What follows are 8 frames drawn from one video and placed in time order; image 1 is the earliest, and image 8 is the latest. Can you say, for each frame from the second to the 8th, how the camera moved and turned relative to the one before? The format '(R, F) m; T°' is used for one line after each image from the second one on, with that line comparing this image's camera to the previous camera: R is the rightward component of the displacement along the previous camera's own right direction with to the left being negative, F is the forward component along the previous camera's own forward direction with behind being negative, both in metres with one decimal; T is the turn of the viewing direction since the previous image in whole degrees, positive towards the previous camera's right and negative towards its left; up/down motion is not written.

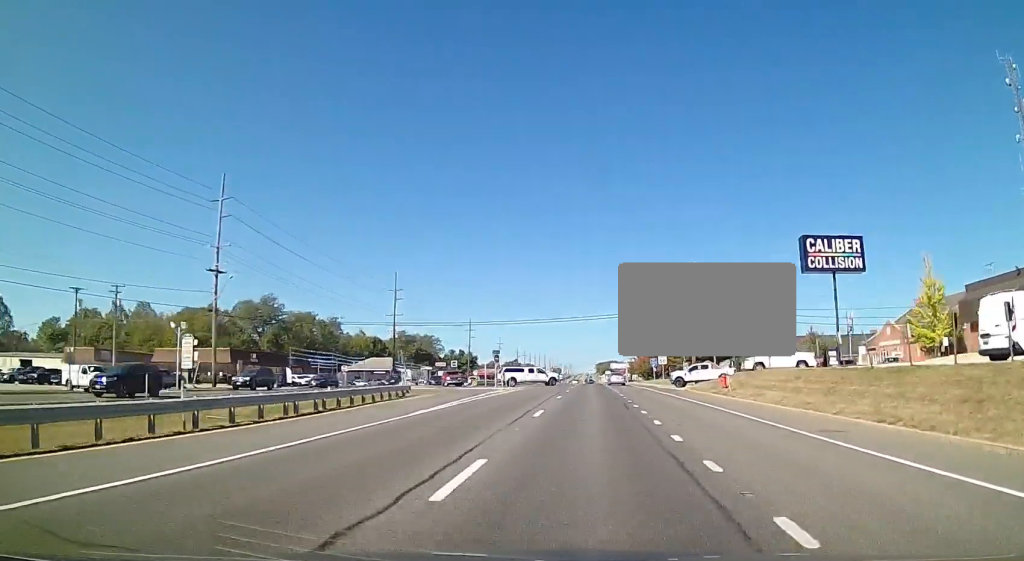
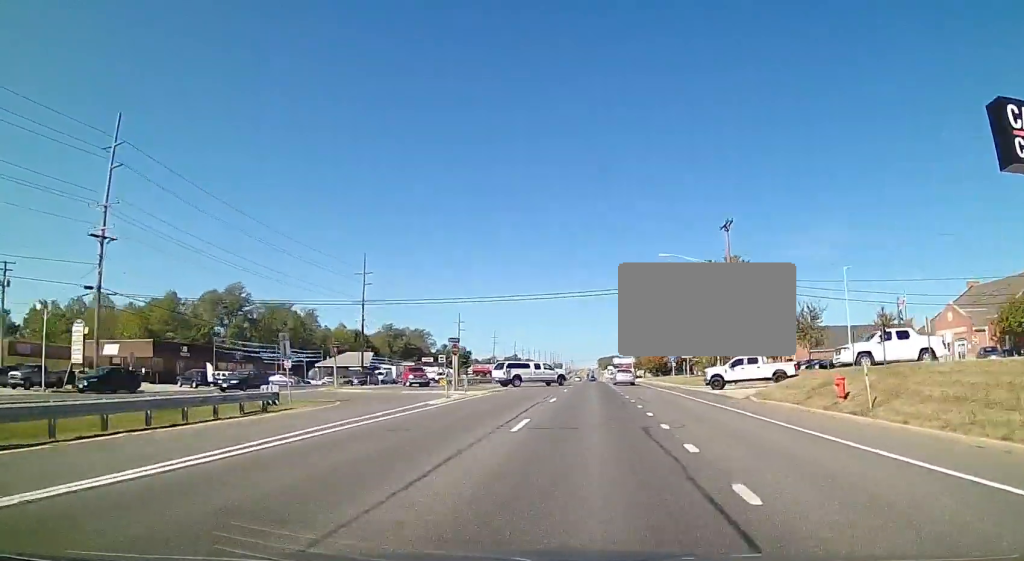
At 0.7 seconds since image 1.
(-0.3, +17.9) m; 0°
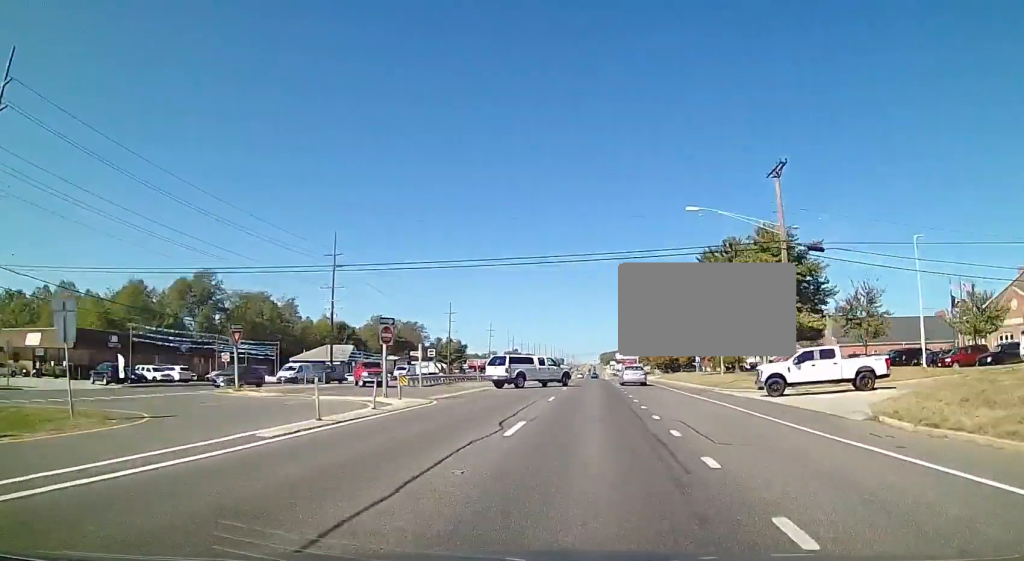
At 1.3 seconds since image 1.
(+0.3, +13.5) m; 0°
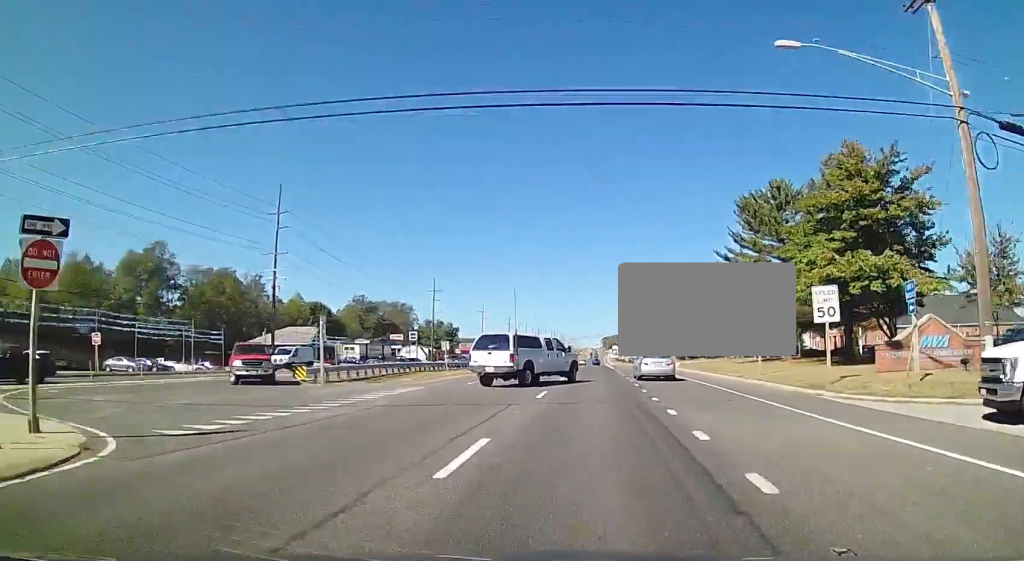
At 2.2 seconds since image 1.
(-0.2, +20.2) m; -1°
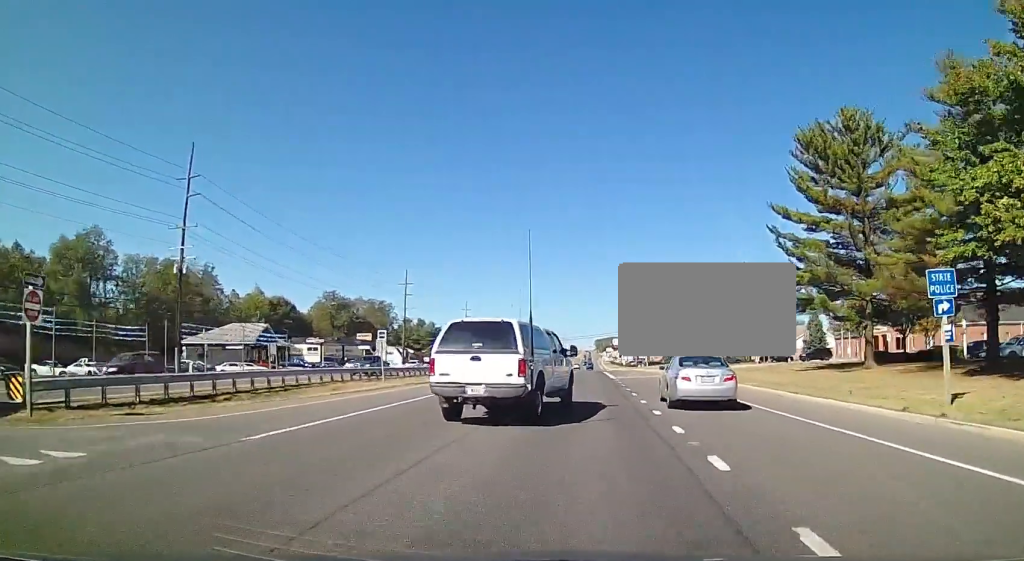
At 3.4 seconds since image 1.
(-0.1, +27.6) m; 0°
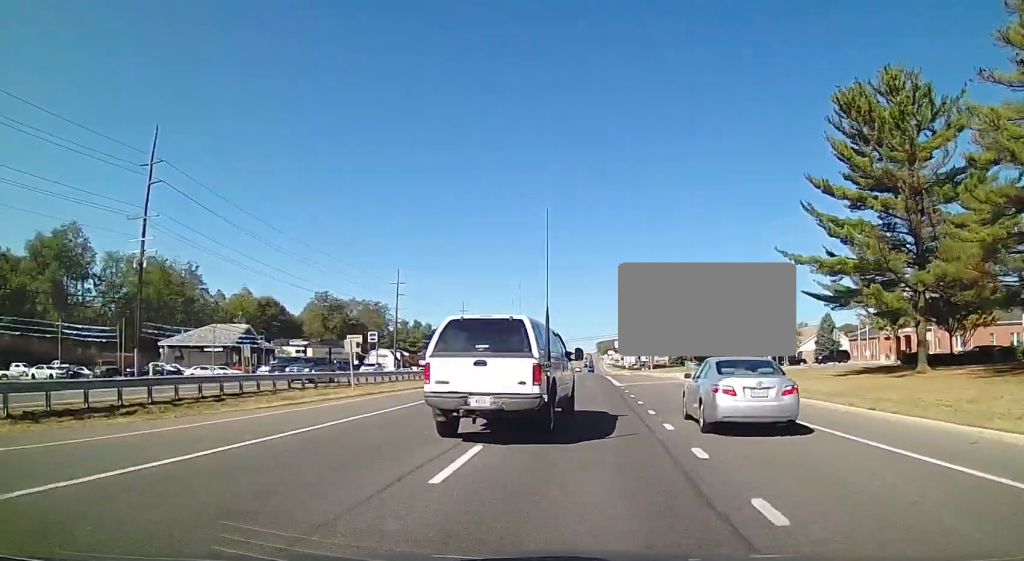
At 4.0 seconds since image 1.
(0.0, +12.7) m; -2°
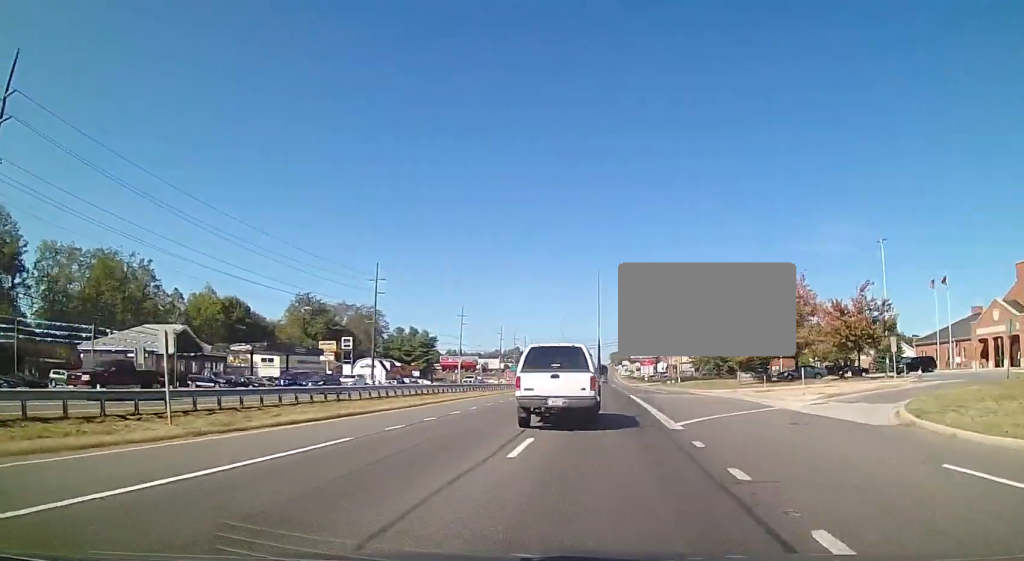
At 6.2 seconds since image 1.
(+0.2, +38.4) m; +12°
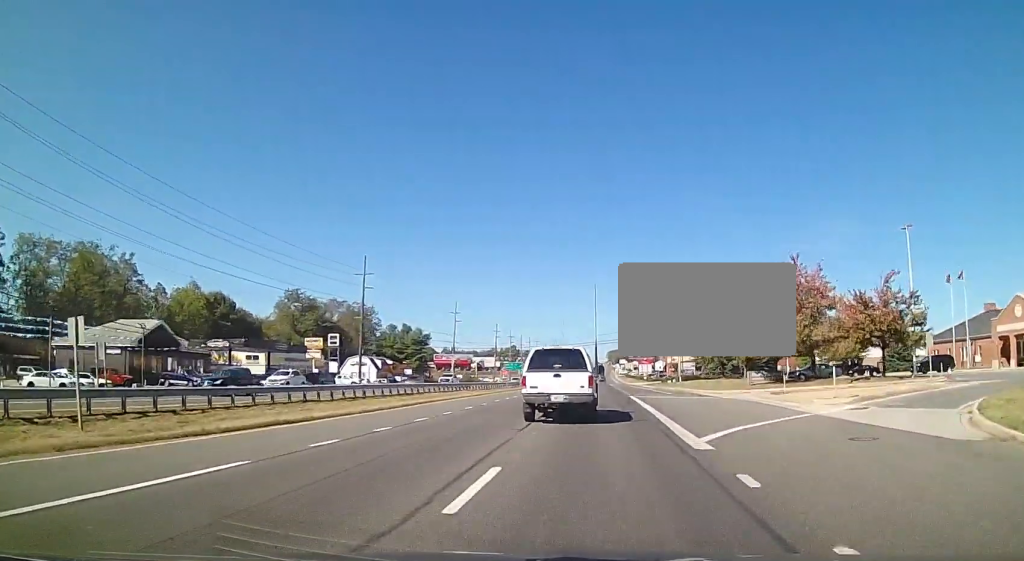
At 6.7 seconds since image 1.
(+0.5, +5.5) m; +4°
